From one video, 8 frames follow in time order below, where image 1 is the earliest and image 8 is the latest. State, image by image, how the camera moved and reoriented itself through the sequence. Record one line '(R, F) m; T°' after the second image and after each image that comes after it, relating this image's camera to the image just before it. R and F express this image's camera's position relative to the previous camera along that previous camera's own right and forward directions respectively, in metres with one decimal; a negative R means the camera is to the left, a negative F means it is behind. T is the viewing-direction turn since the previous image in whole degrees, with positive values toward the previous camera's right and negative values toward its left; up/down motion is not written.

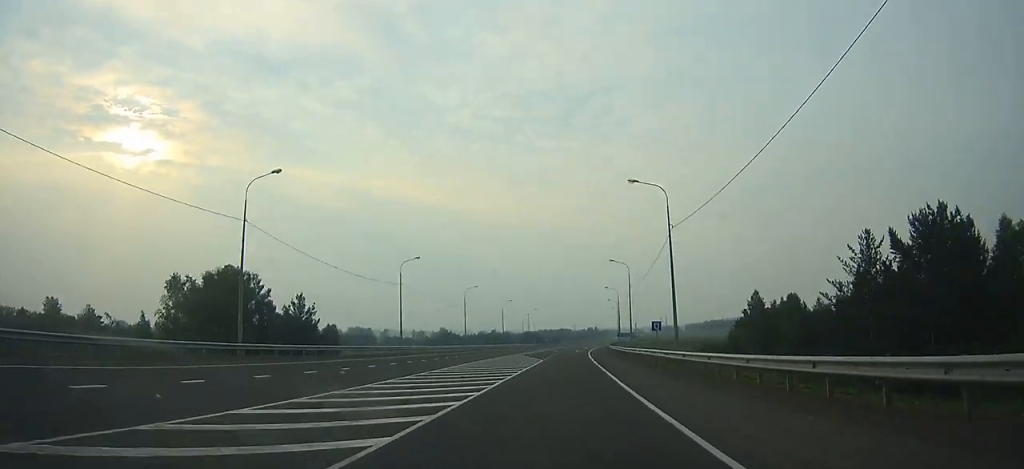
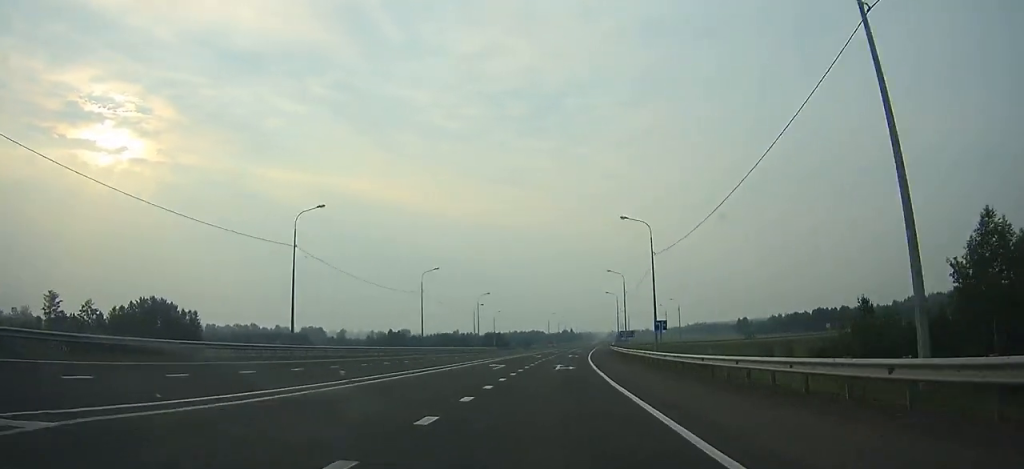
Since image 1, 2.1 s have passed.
(+2.2, +58.8) m; +3°
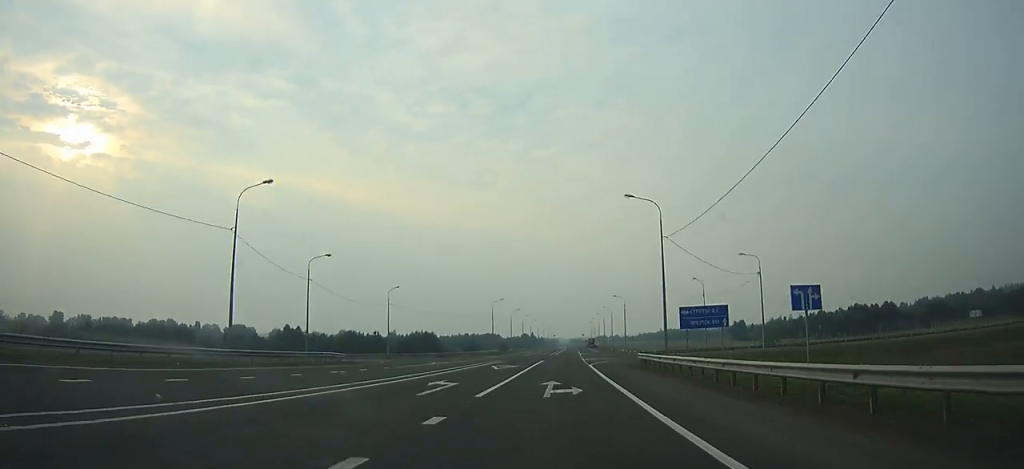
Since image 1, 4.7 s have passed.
(+2.2, +72.2) m; +3°
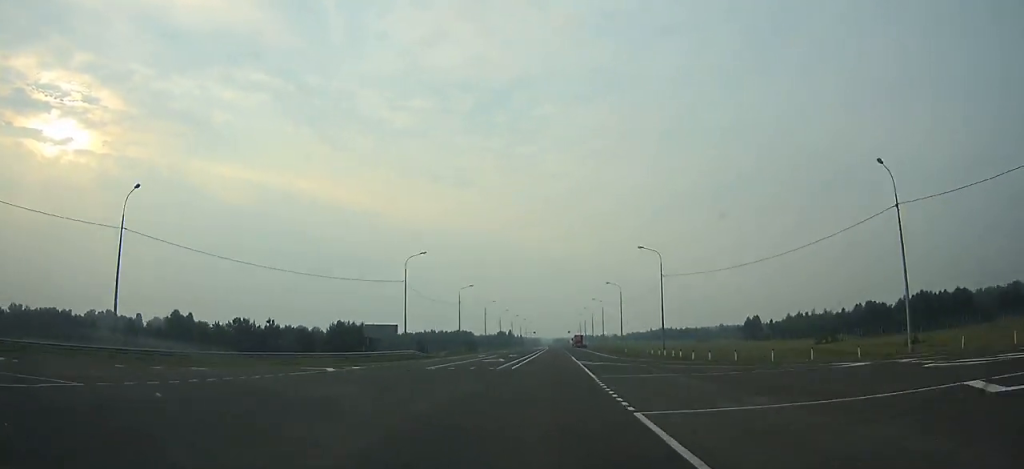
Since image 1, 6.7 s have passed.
(+1.0, +55.4) m; +1°
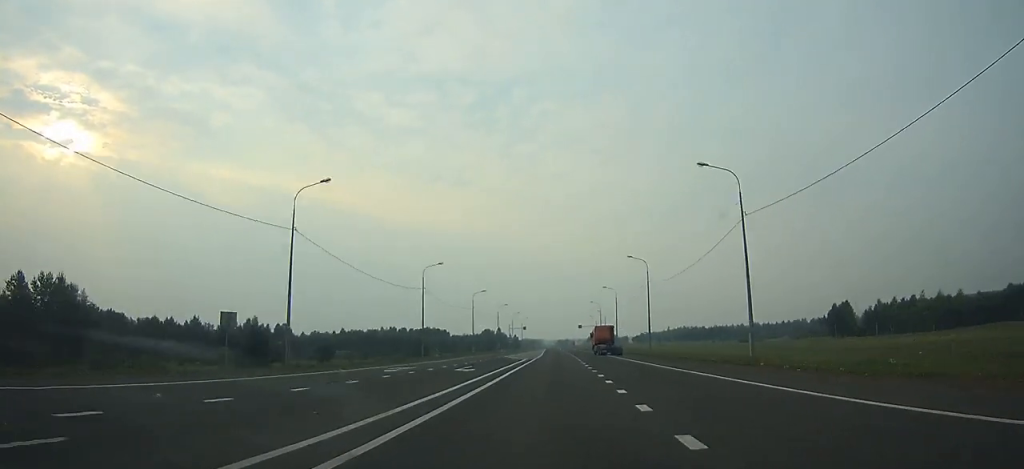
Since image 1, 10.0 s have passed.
(+0.4, +92.1) m; 0°
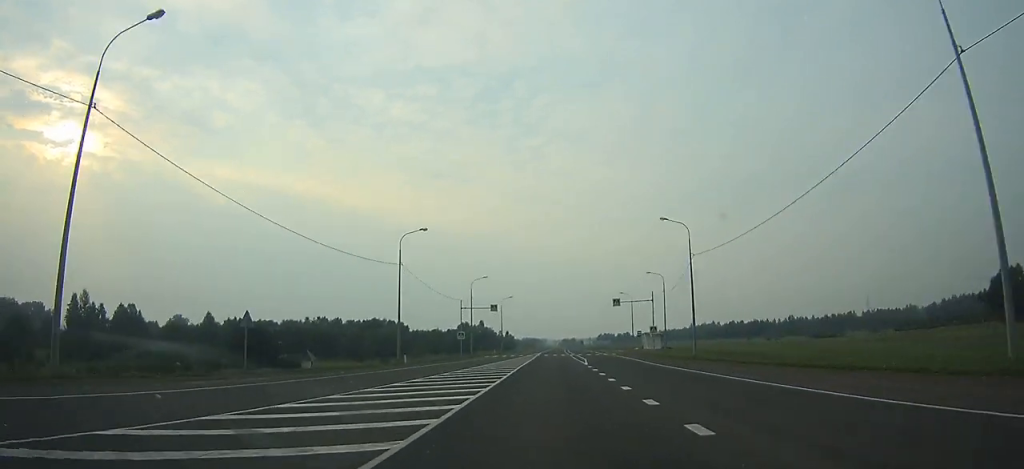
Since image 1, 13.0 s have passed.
(-0.1, +87.0) m; 0°
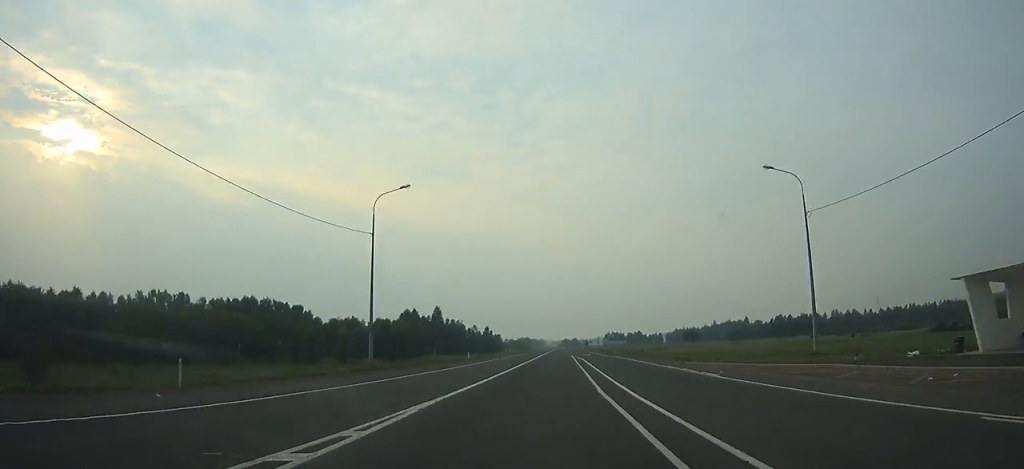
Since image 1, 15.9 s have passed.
(-0.1, +82.3) m; 0°
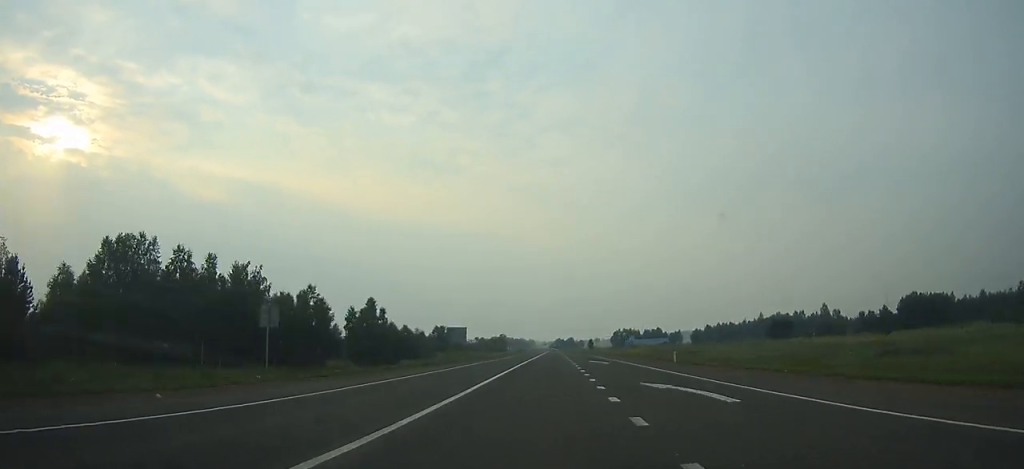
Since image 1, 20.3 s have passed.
(+0.4, +117.9) m; 0°
